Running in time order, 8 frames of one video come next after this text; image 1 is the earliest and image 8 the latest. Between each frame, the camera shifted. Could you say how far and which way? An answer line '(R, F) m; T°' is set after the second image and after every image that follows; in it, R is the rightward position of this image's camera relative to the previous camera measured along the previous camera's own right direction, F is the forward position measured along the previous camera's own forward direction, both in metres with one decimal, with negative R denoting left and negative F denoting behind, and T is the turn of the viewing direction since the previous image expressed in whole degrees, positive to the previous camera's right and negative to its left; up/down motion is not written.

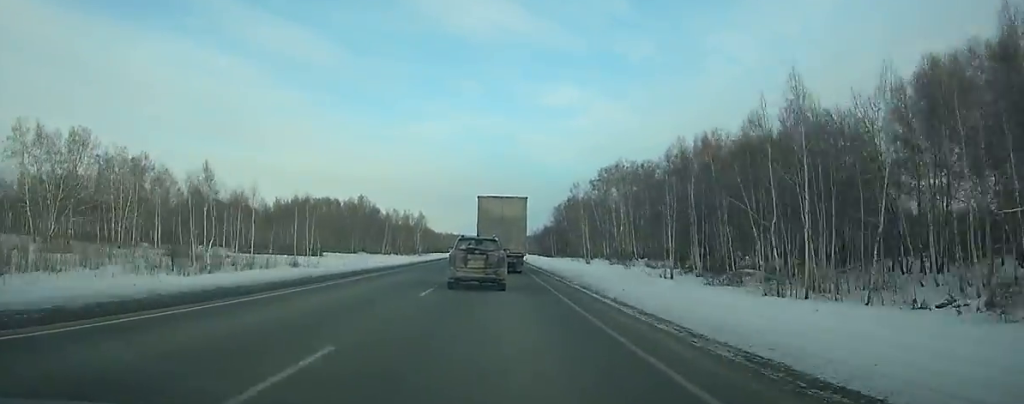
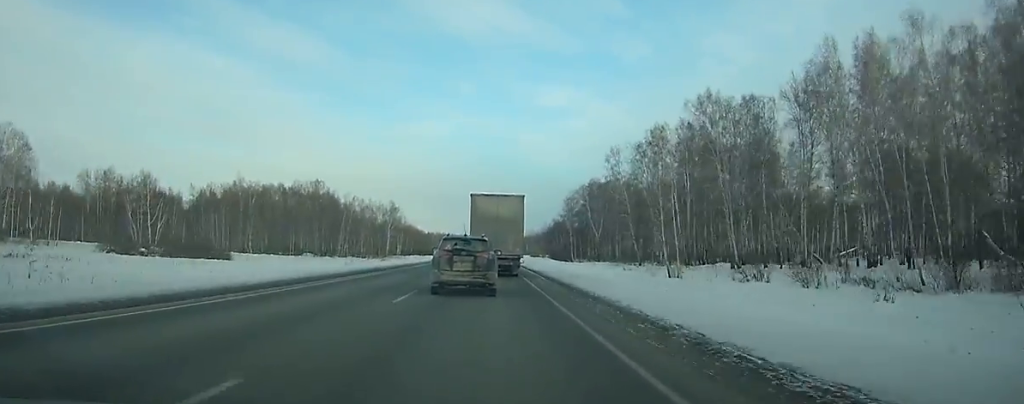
(+0.2, +61.0) m; 0°
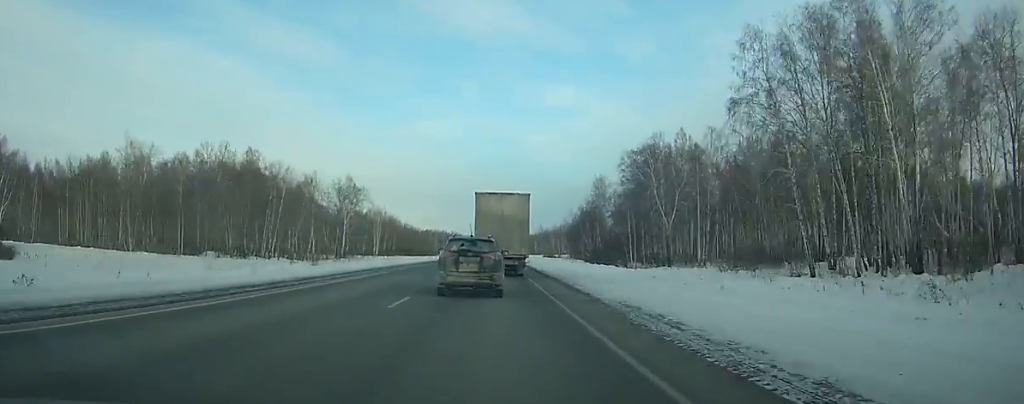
(0.0, +60.6) m; 0°
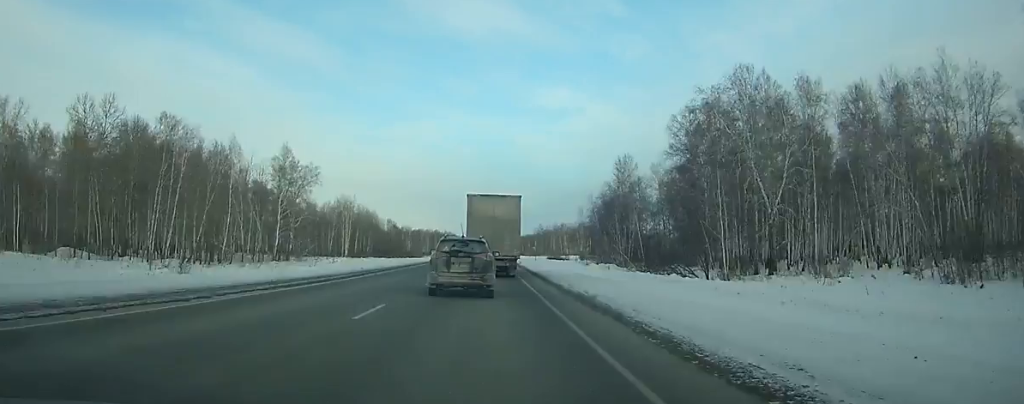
(0.0, +39.5) m; 0°
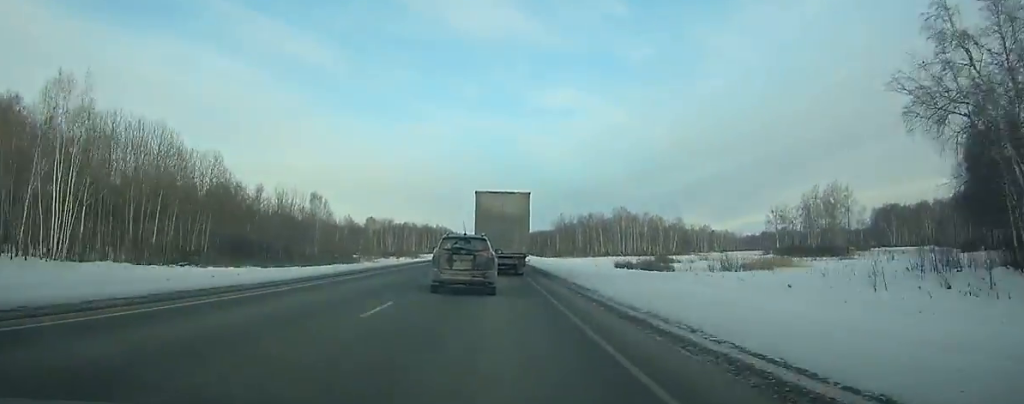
(-0.2, +118.6) m; 0°
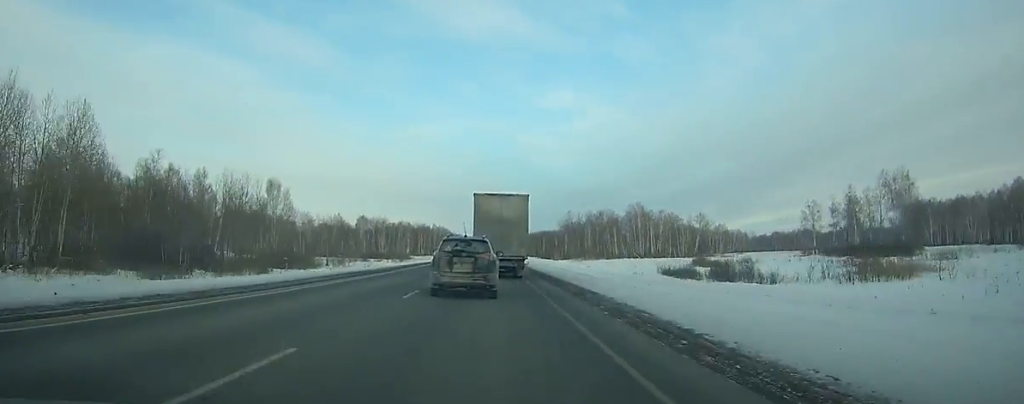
(+0.1, +29.3) m; 0°
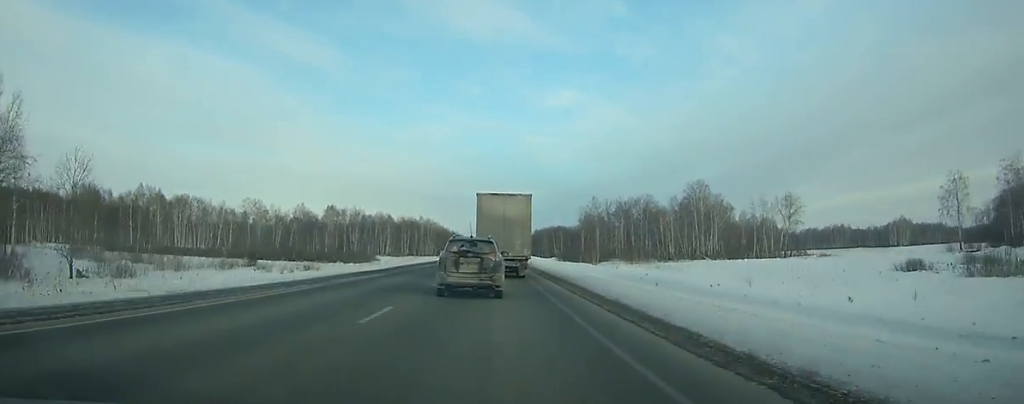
(-0.2, +77.7) m; 0°
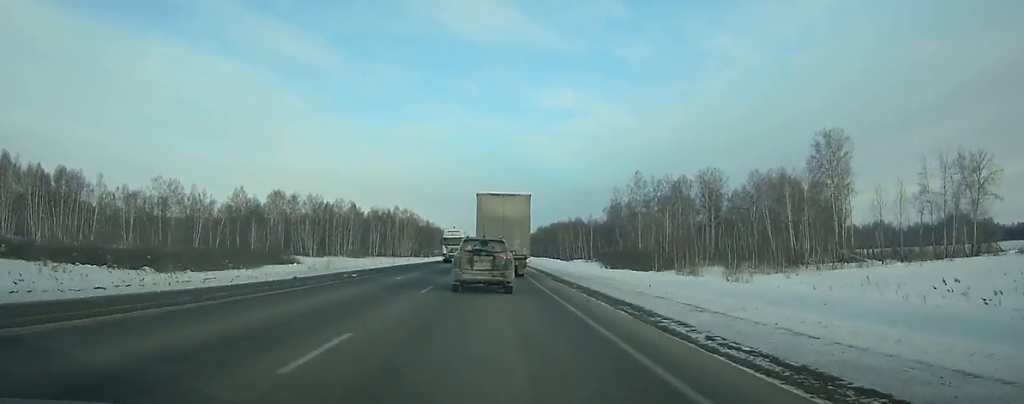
(+0.2, +77.4) m; 0°
